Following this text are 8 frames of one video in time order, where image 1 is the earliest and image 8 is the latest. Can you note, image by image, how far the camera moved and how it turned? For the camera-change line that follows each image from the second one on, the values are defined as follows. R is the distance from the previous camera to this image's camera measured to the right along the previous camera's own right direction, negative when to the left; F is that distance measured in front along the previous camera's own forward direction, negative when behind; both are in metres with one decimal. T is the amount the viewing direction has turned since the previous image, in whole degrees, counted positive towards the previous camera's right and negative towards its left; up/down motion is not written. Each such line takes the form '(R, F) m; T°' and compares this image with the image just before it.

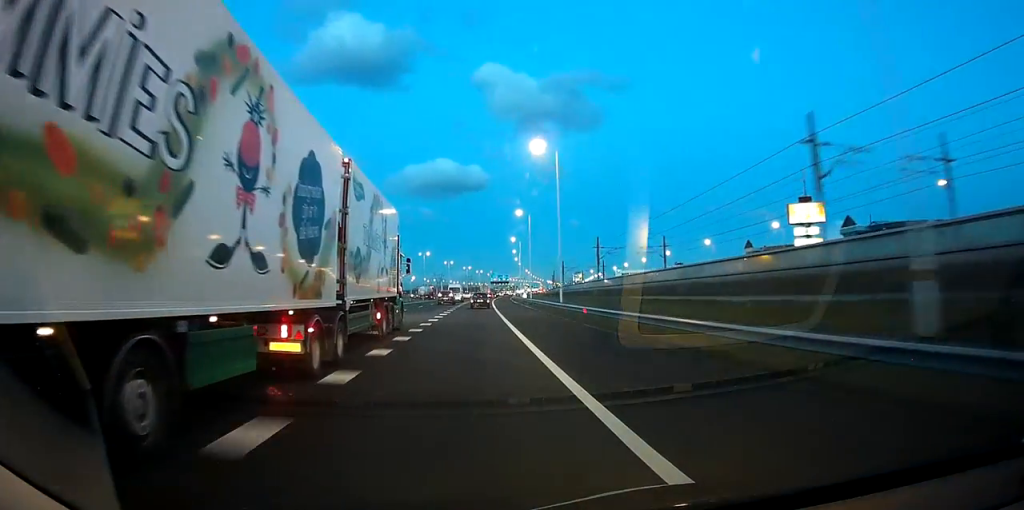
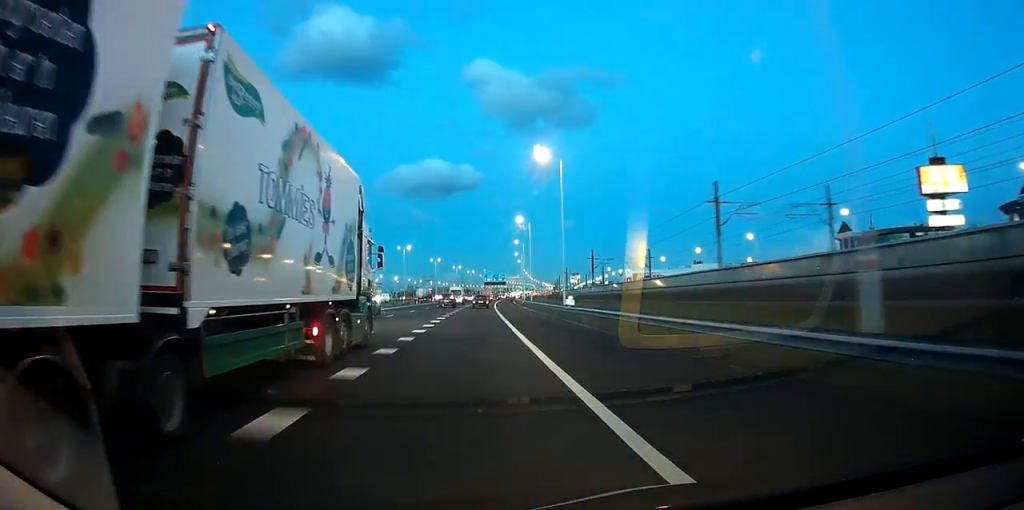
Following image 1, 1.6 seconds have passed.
(-0.2, +43.0) m; 0°
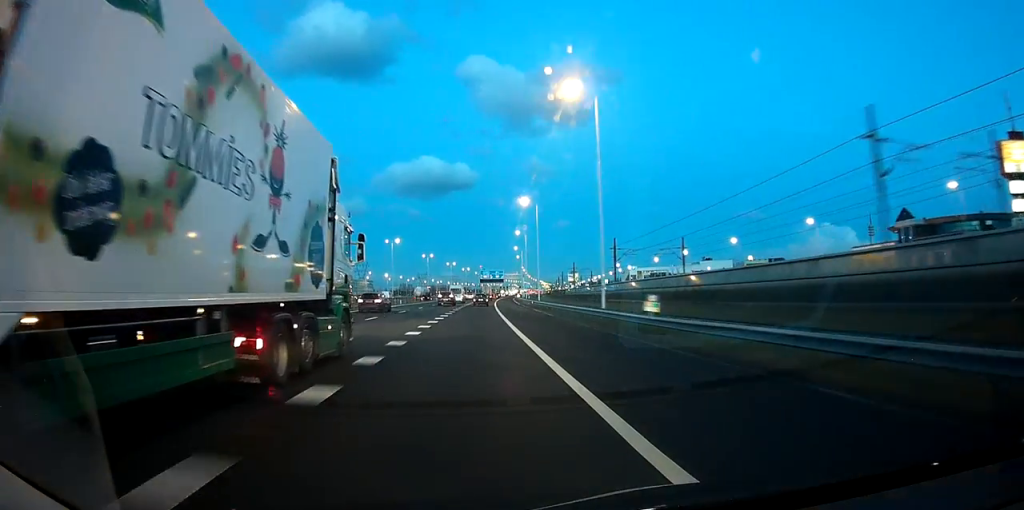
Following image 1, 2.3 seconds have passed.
(+0.3, +18.1) m; +1°
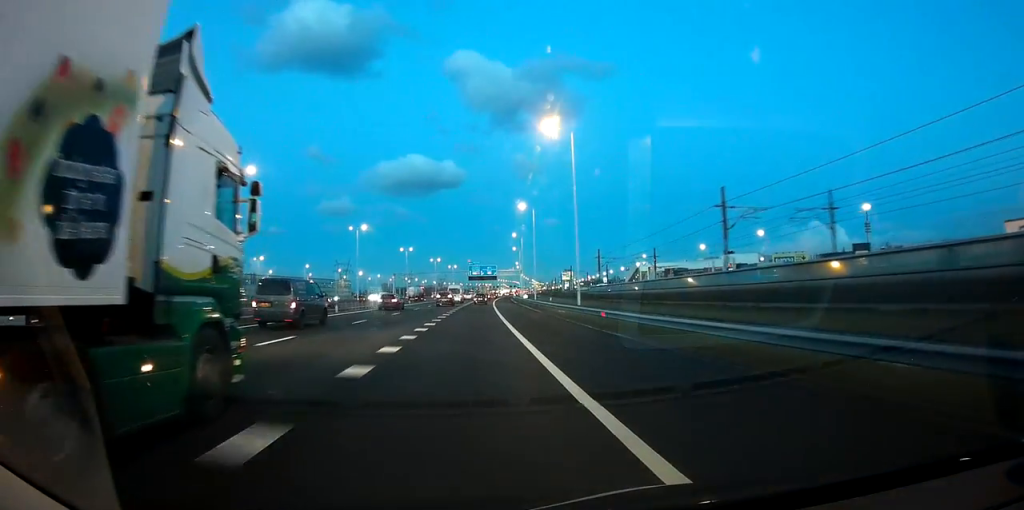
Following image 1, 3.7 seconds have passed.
(+0.2, +38.4) m; +1°
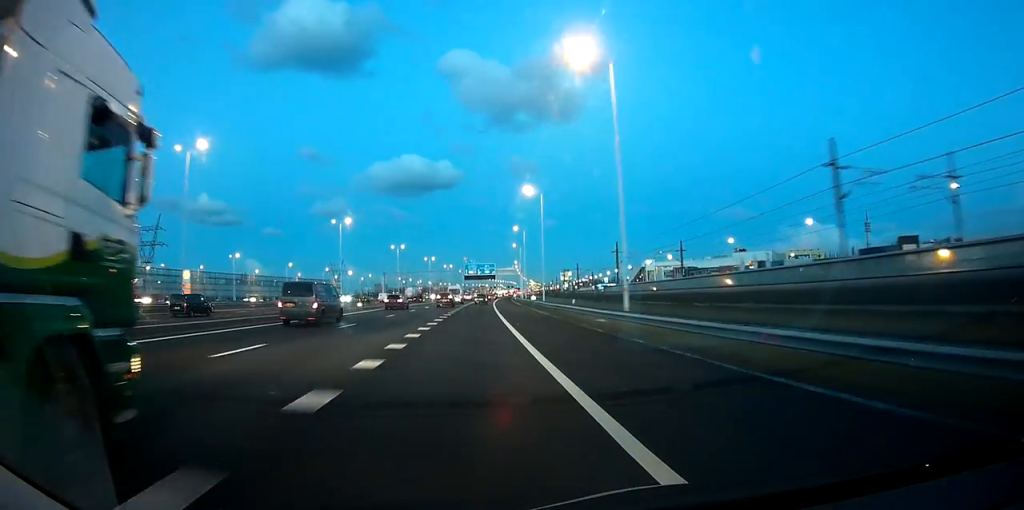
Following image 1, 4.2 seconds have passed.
(+0.2, +14.8) m; 0°
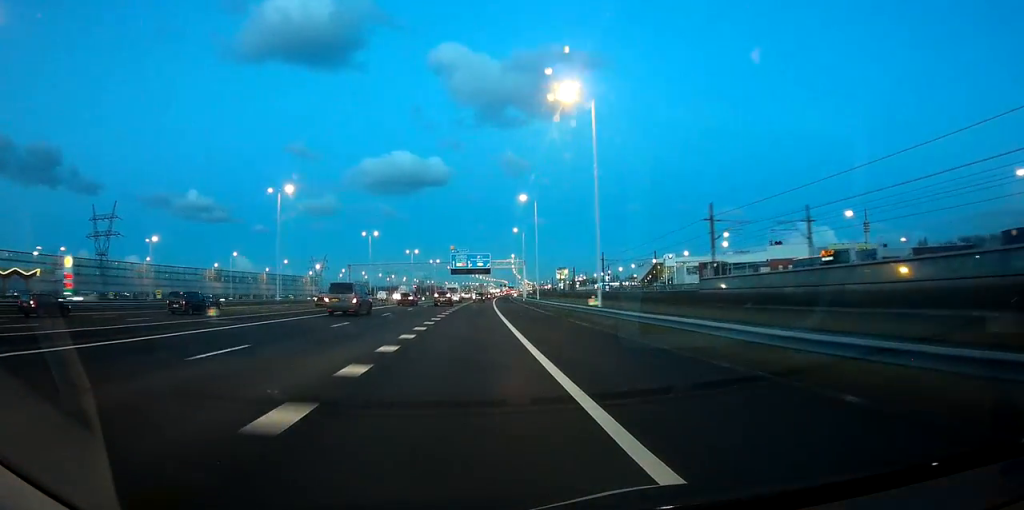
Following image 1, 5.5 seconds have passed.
(+0.1, +37.2) m; 0°
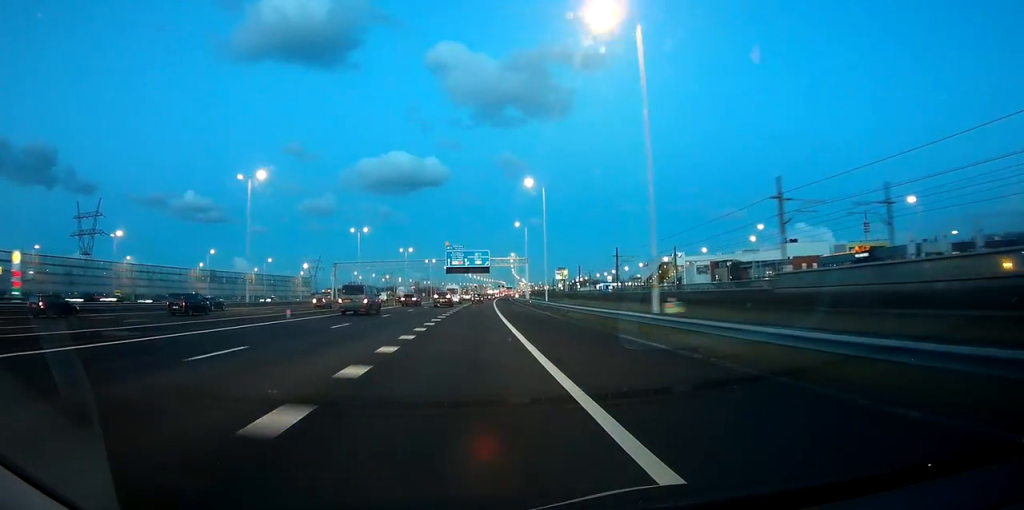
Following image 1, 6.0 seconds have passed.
(0.0, +12.1) m; 0°
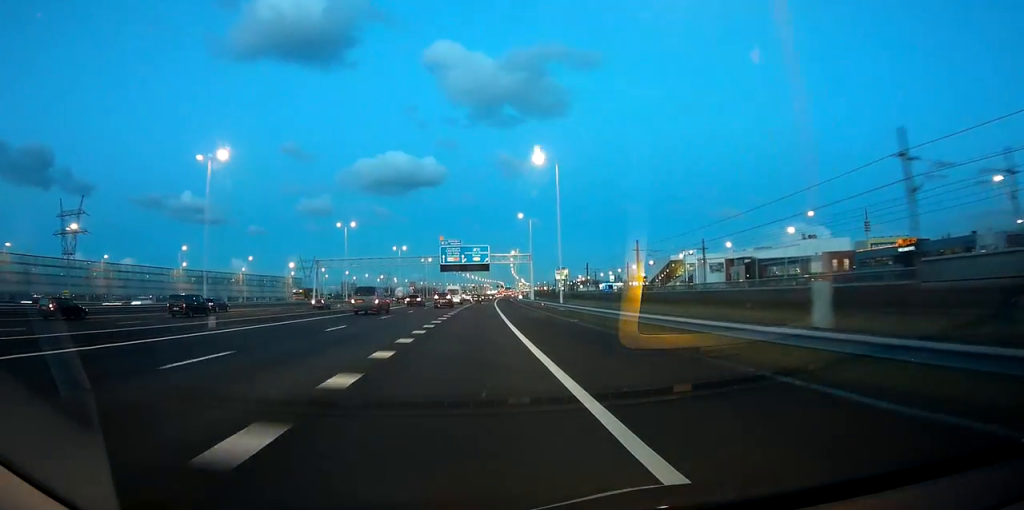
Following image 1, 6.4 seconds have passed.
(-0.1, +13.0) m; 0°
